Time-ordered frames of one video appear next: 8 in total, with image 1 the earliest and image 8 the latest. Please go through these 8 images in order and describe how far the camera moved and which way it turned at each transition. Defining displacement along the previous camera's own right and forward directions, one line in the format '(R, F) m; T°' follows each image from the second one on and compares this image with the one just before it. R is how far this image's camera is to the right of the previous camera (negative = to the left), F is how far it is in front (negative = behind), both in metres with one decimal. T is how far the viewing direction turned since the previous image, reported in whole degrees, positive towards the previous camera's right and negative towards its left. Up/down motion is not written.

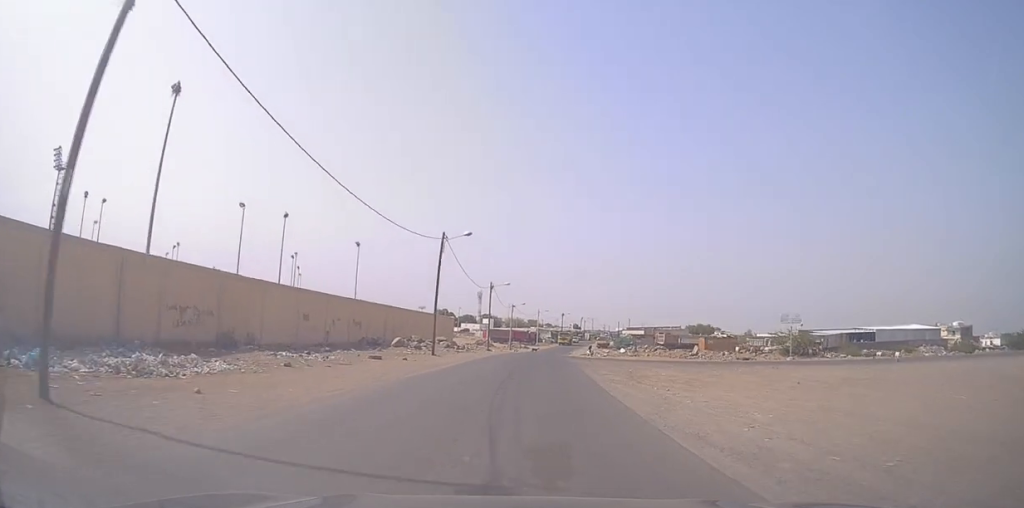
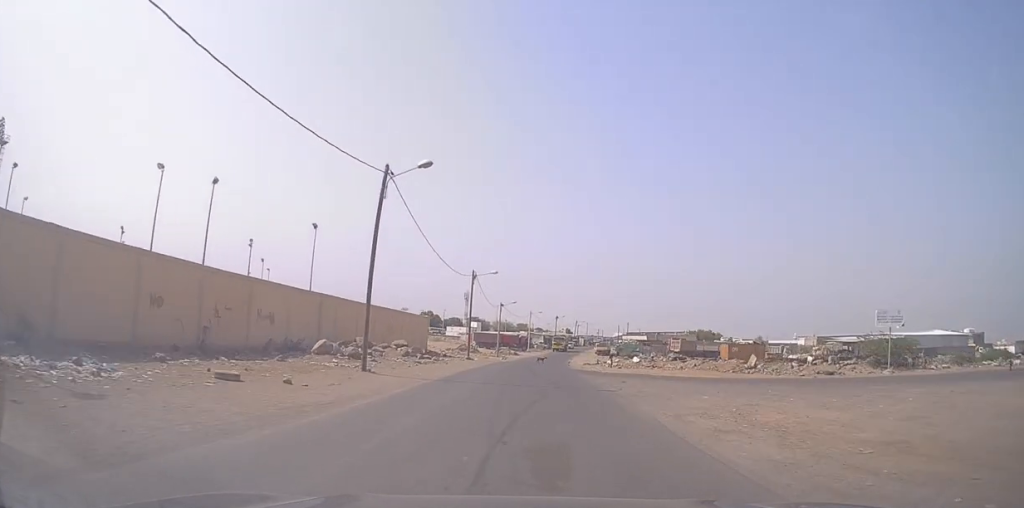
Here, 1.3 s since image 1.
(+0.6, +15.5) m; +6°
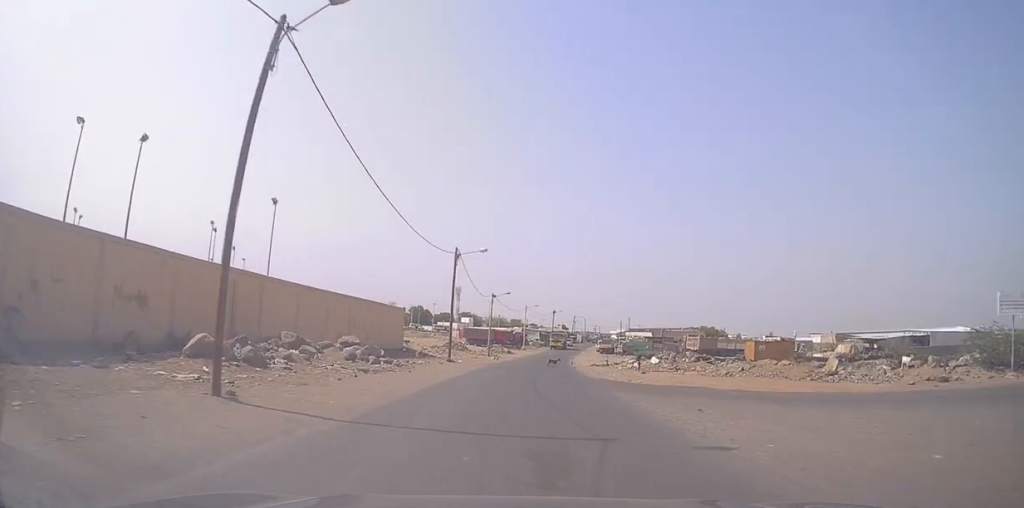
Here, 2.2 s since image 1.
(+0.8, +11.3) m; 0°
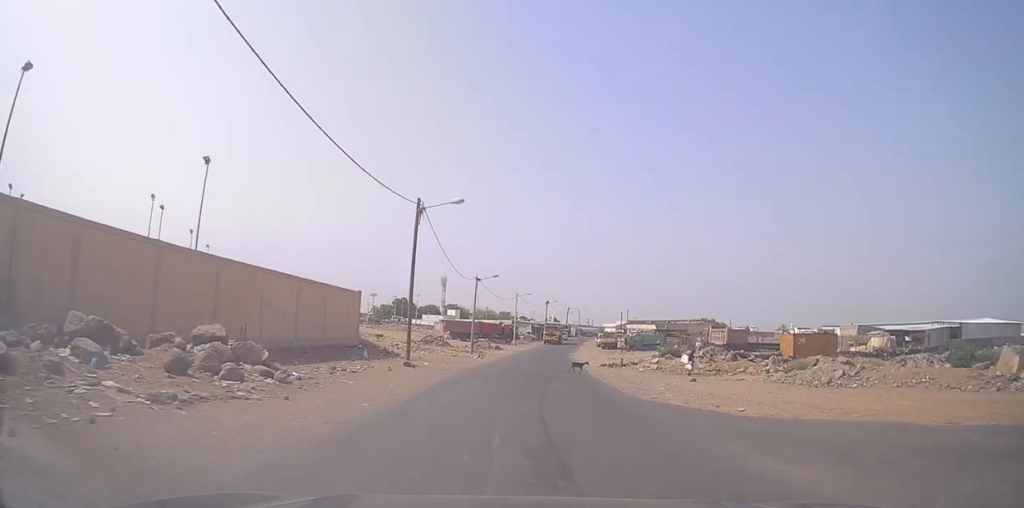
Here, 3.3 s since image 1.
(-0.8, +13.2) m; -3°
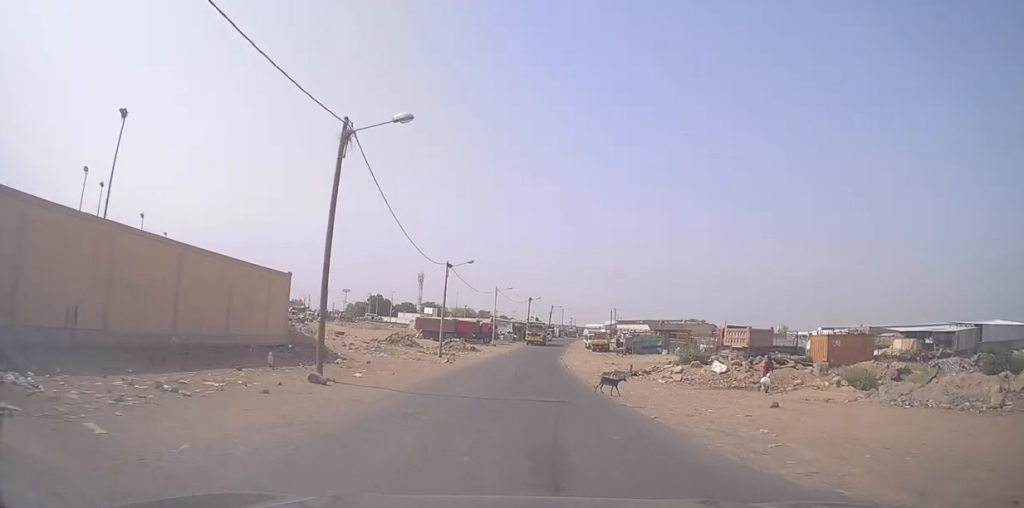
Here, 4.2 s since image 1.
(0.0, +10.7) m; +2°
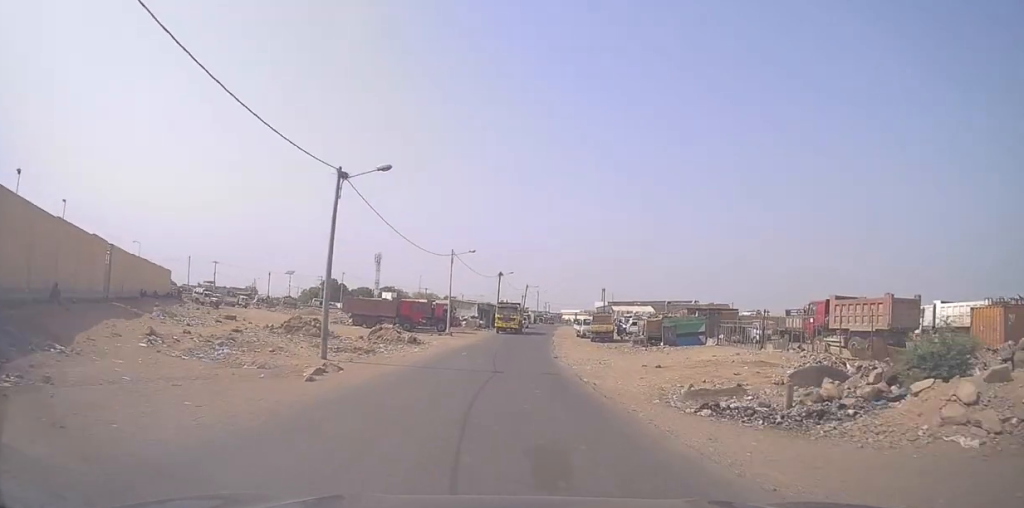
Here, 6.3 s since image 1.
(+1.6, +23.8) m; +4°
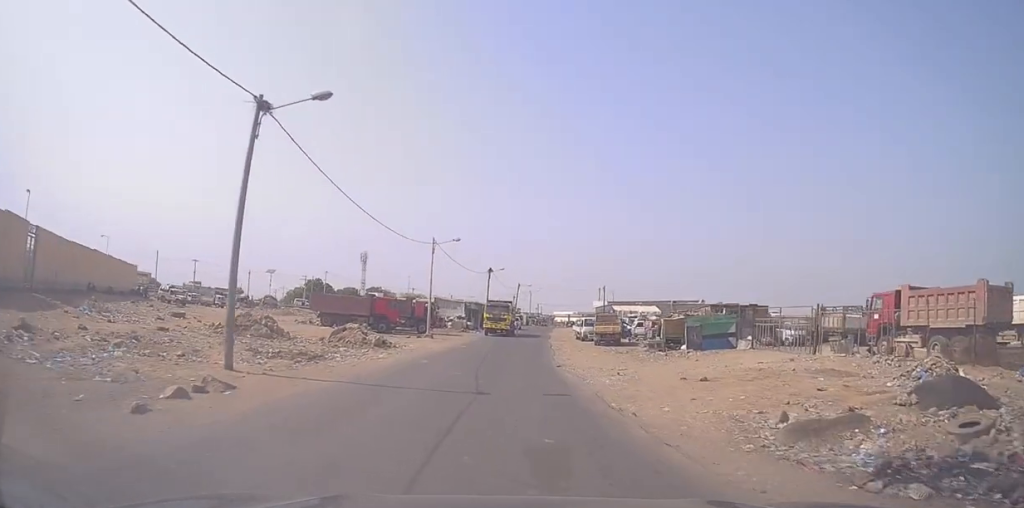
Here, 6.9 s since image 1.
(-0.2, +7.6) m; +1°
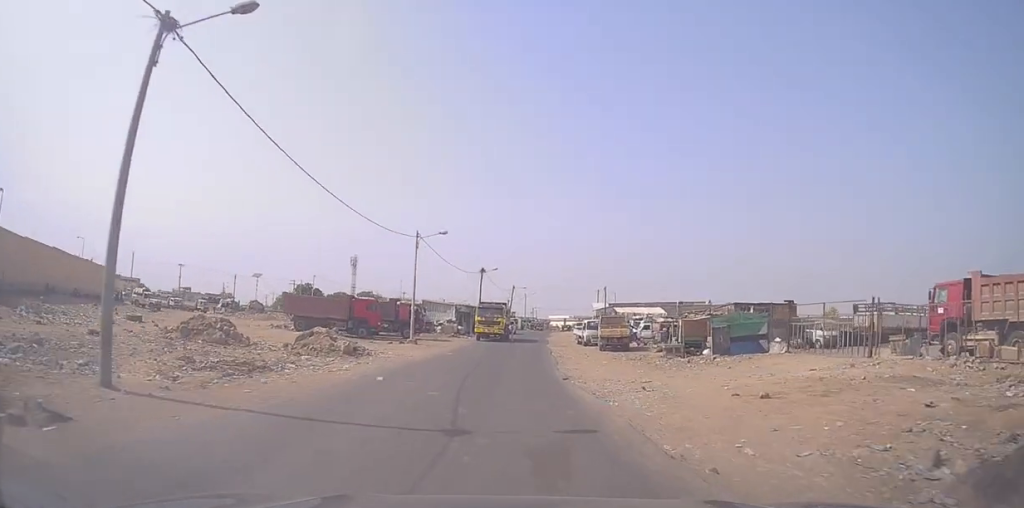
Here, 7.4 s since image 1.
(+0.1, +5.3) m; +1°
